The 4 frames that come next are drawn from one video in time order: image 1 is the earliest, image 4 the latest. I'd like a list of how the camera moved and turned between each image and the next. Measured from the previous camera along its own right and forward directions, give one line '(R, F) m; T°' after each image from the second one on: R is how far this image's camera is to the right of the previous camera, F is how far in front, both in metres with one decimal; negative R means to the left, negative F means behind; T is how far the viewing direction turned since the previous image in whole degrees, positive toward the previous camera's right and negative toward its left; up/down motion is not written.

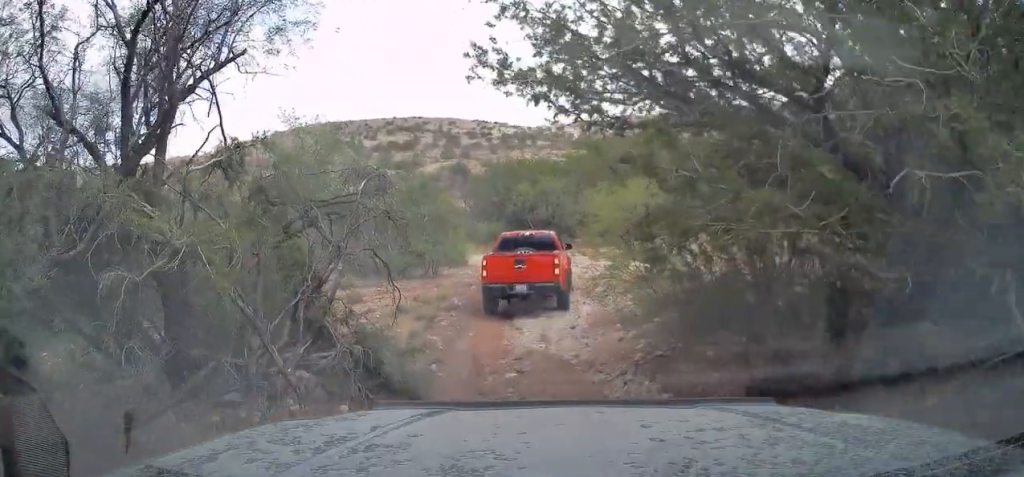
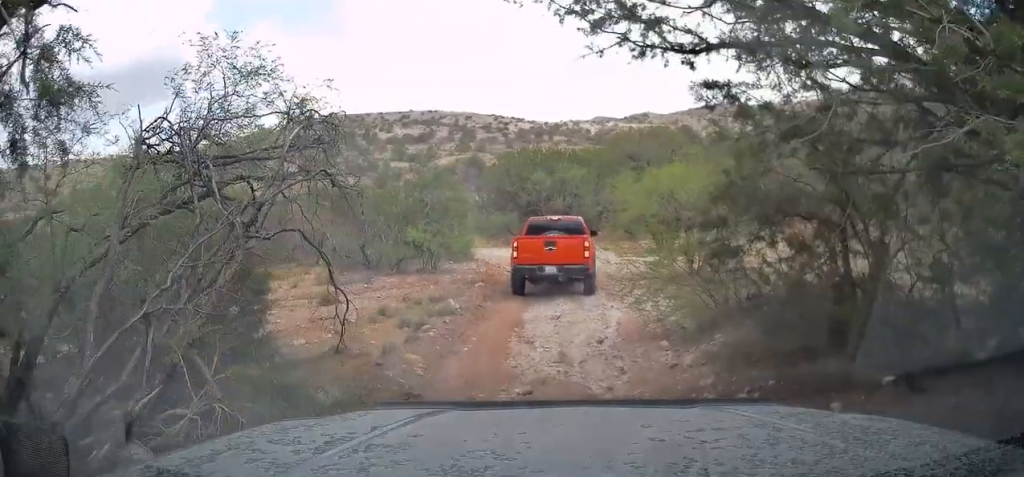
(+0.1, +2.2) m; +5°
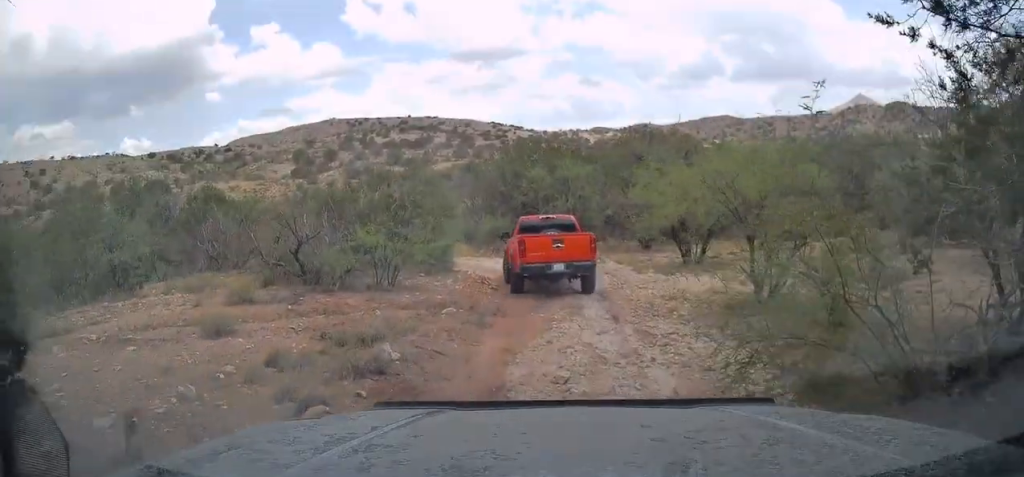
(+0.3, +4.6) m; +9°
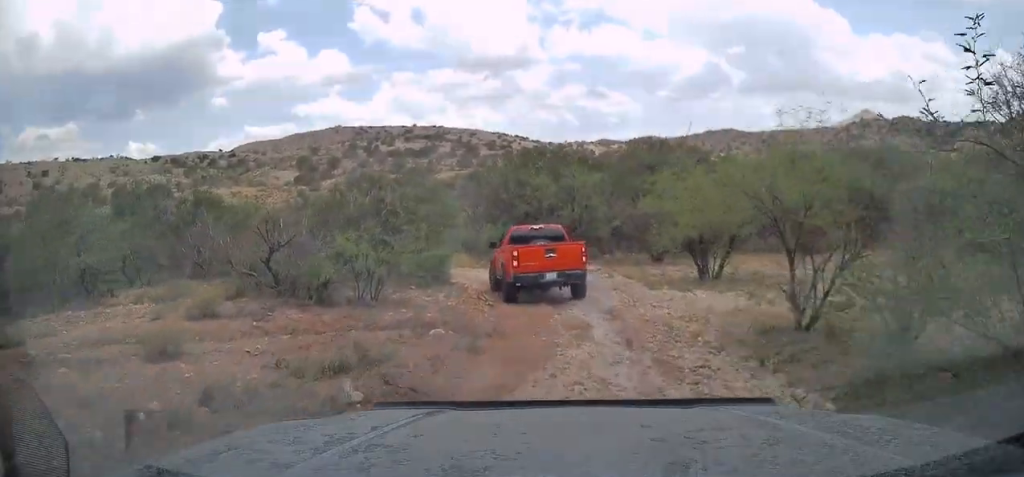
(0.0, +1.4) m; +2°
